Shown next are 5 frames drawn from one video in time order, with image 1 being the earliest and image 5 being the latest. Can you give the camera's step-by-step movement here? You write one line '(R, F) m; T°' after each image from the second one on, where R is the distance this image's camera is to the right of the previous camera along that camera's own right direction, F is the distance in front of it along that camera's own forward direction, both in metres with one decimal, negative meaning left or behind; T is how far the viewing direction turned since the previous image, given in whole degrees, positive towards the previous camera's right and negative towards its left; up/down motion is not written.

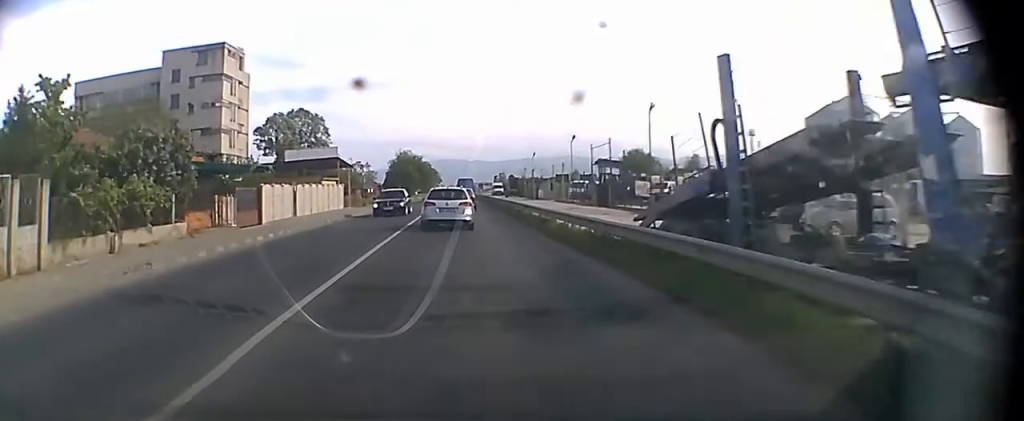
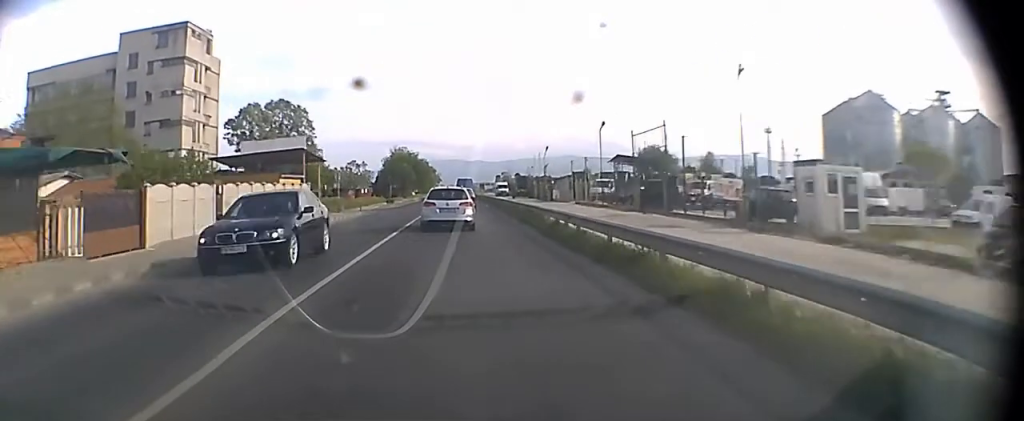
(0.0, +14.7) m; 0°
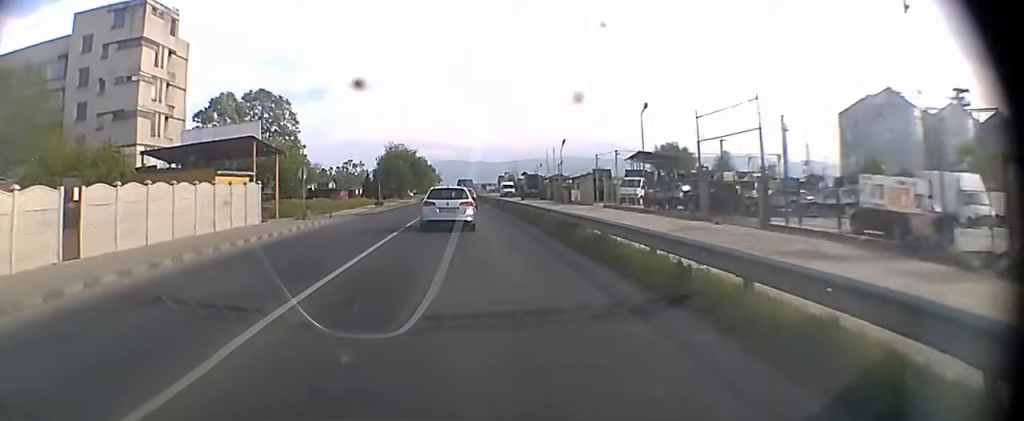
(0.0, +11.5) m; 0°
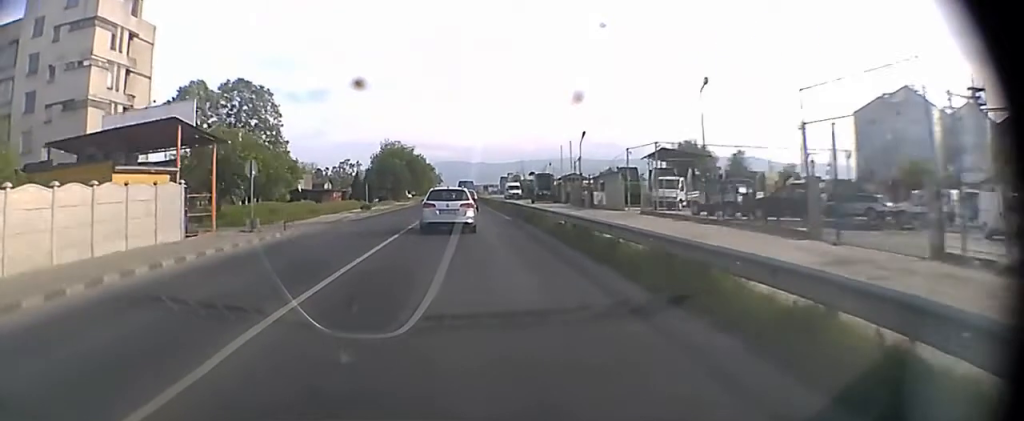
(0.0, +9.9) m; 0°
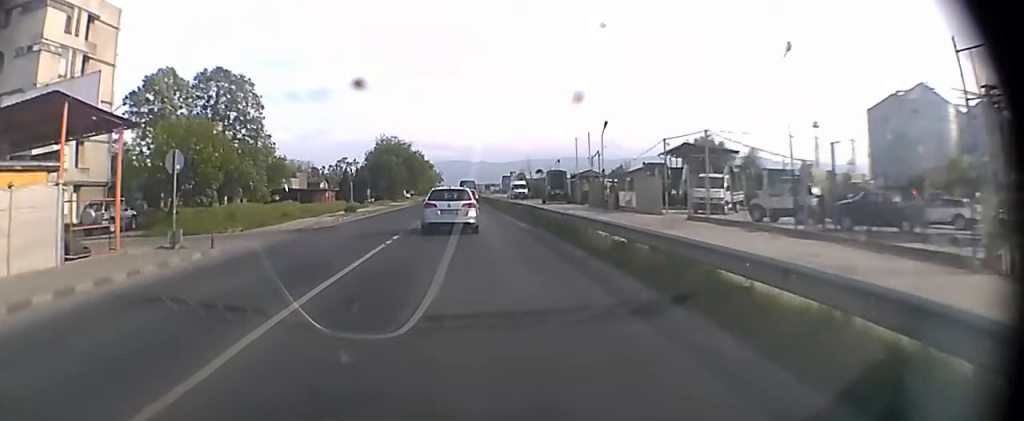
(0.0, +8.2) m; 0°
